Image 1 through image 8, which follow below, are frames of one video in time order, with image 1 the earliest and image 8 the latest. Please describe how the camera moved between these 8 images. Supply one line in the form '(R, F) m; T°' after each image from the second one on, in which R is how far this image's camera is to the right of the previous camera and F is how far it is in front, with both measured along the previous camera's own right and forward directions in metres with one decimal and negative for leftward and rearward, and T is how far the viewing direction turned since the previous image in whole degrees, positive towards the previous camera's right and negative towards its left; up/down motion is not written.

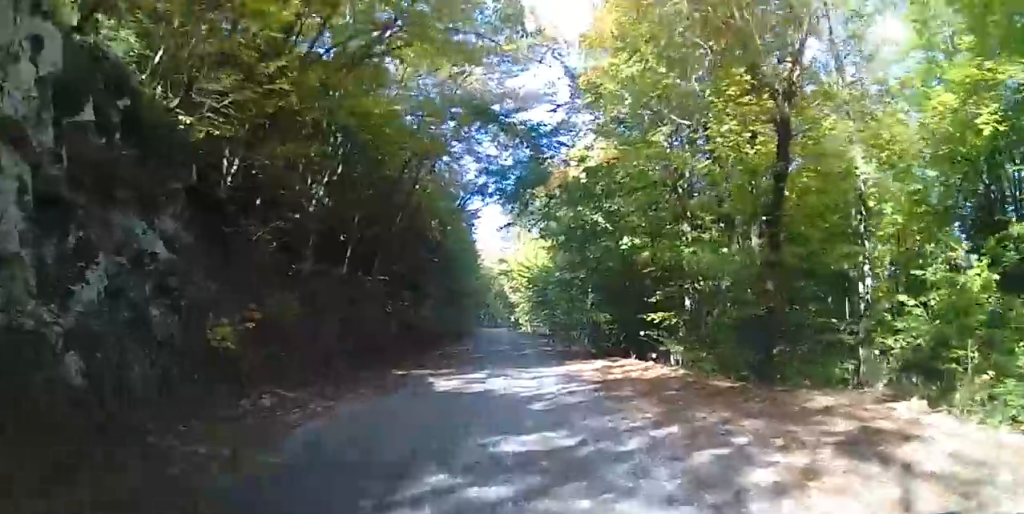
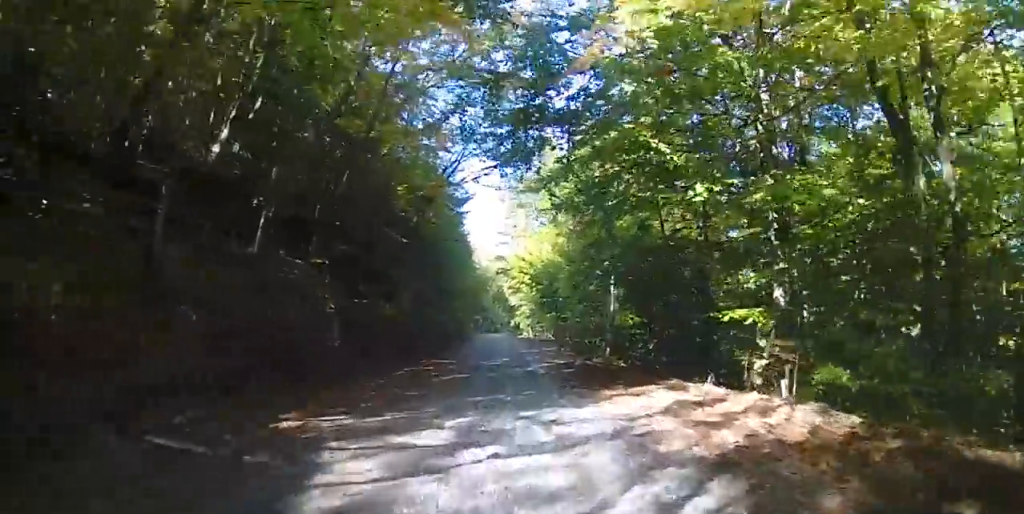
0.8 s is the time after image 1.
(+0.1, +6.6) m; -1°
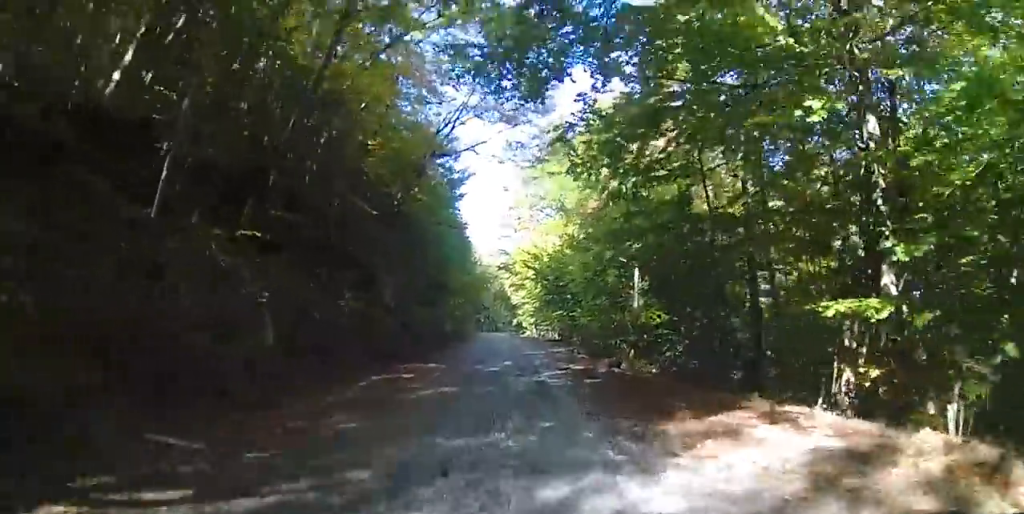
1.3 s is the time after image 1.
(0.0, +3.9) m; -2°
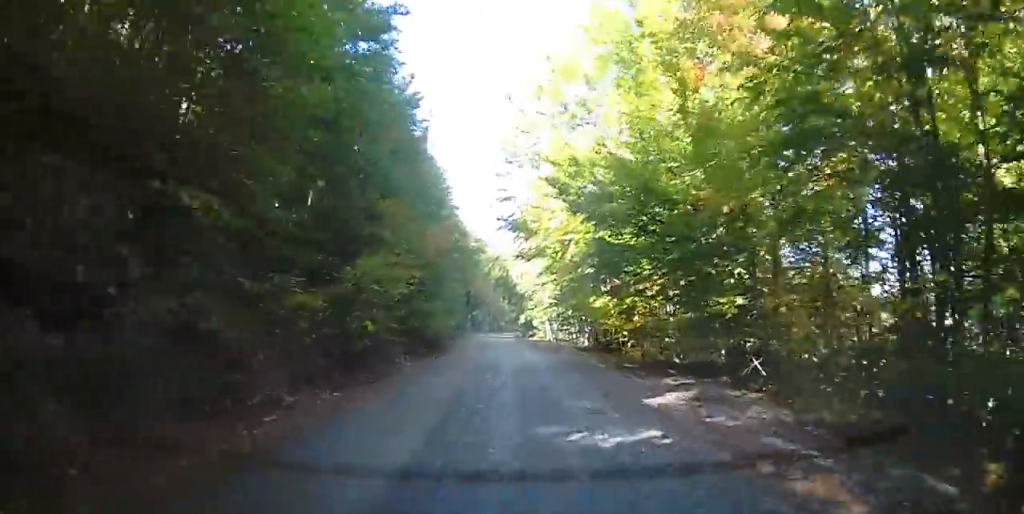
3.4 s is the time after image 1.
(+0.1, +18.3) m; +4°
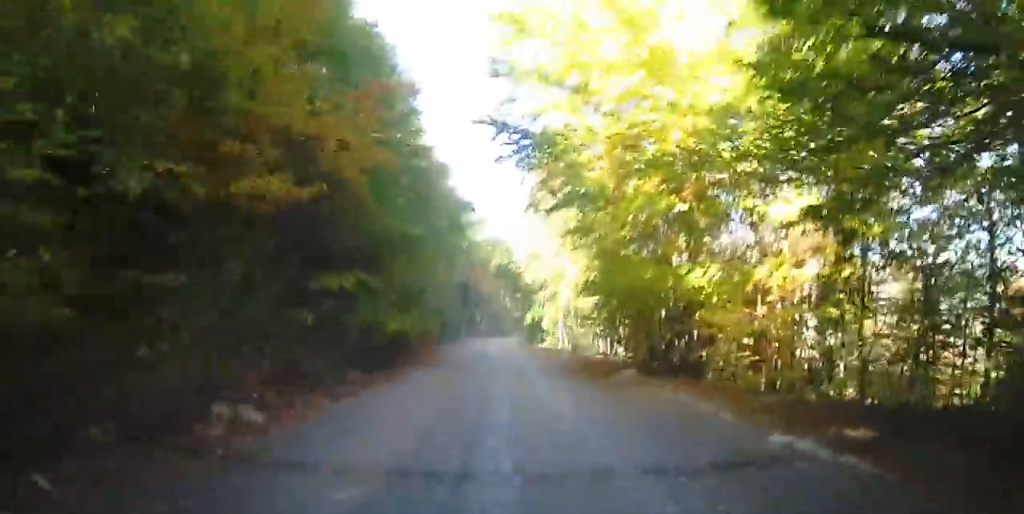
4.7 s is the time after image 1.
(+0.1, +11.2) m; 0°
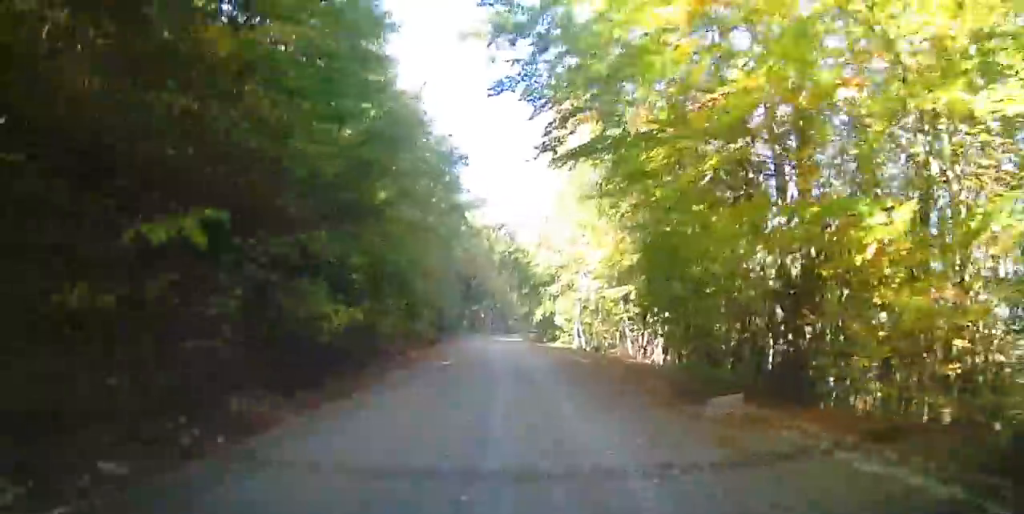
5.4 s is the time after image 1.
(-0.2, +5.5) m; +2°
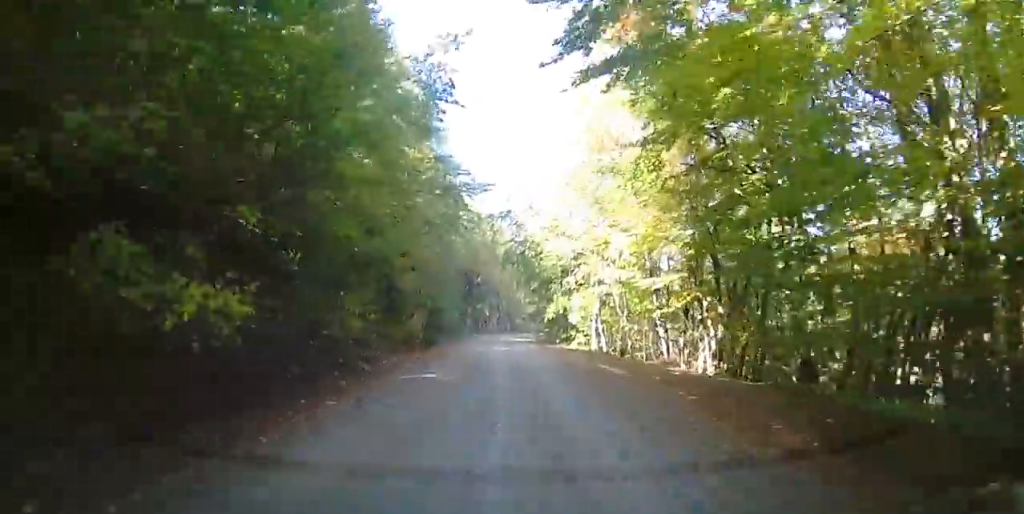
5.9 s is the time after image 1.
(+0.2, +4.6) m; 0°
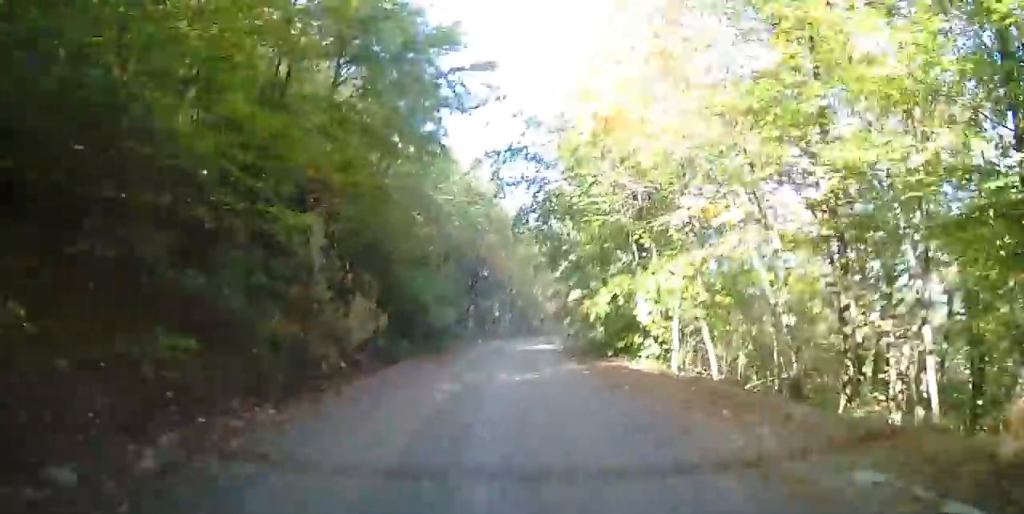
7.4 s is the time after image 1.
(-0.3, +13.0) m; -6°
